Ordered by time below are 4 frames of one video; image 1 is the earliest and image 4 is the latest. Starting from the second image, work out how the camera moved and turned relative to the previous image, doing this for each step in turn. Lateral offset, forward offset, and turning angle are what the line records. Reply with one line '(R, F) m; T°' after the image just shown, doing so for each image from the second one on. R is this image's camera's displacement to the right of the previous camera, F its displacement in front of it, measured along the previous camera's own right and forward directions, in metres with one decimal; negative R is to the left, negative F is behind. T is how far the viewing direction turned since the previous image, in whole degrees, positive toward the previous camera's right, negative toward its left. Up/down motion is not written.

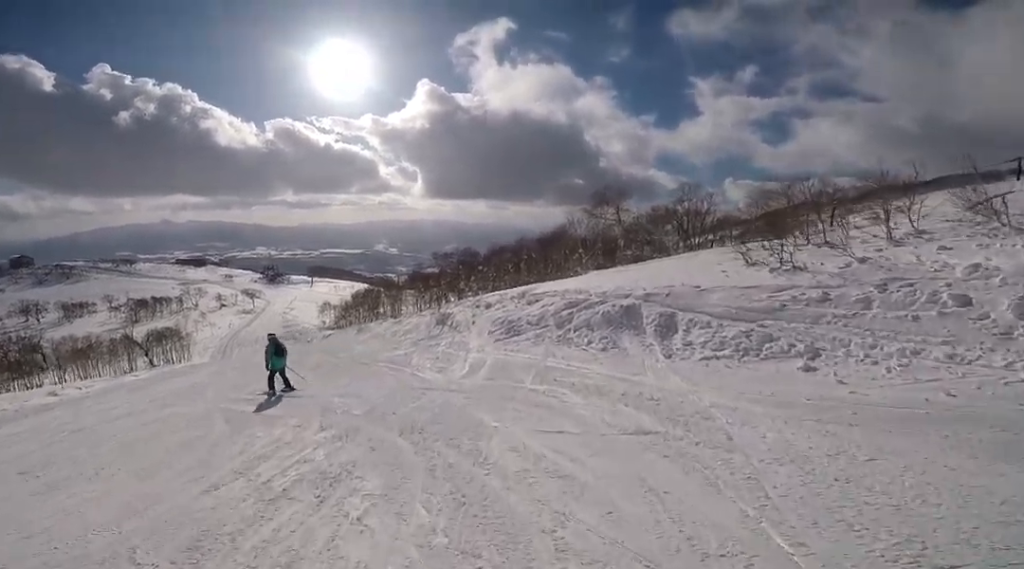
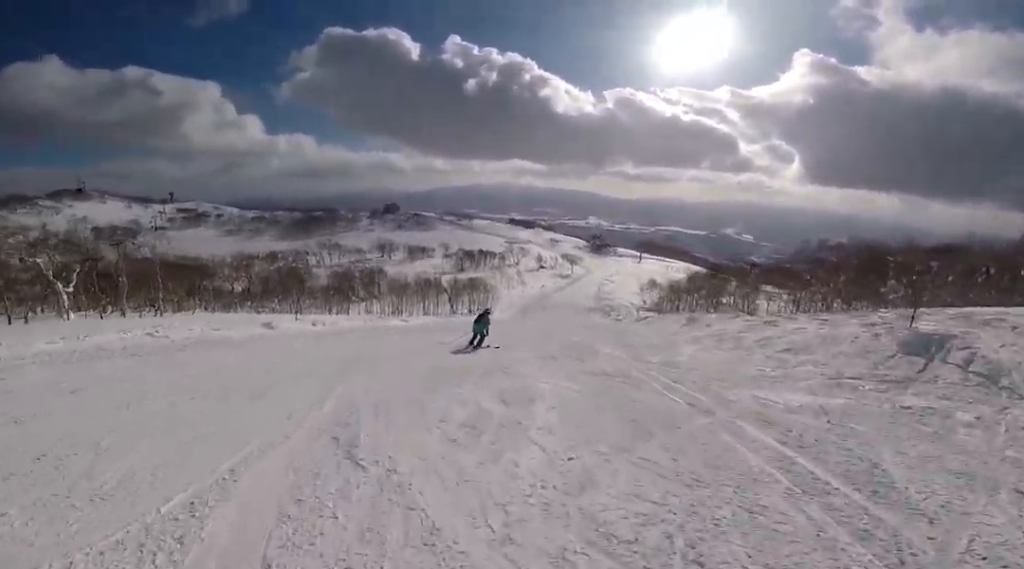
(-3.3, +7.2) m; -35°
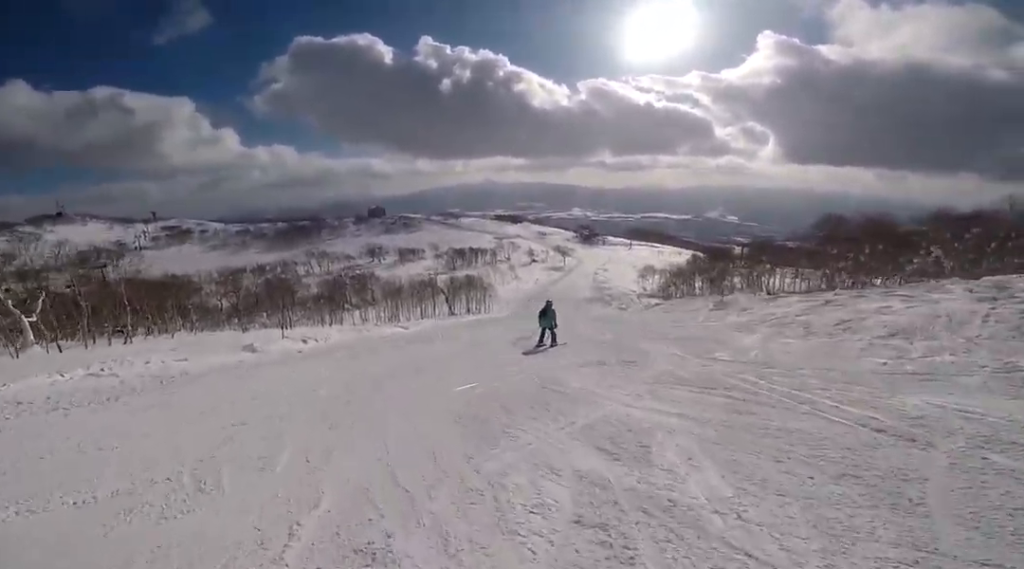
(-0.2, +2.5) m; +9°
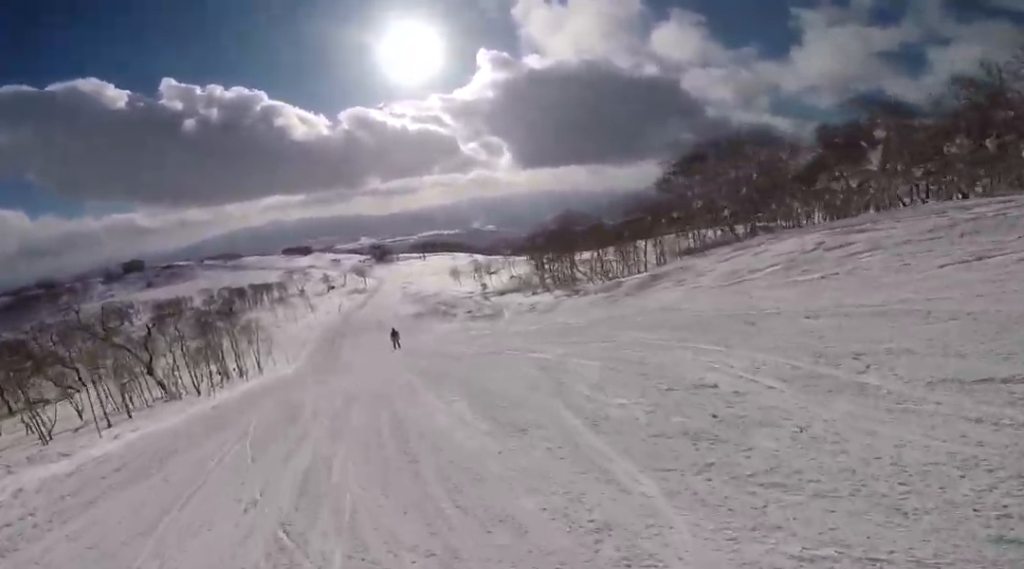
(+7.1, +33.9) m; +20°
